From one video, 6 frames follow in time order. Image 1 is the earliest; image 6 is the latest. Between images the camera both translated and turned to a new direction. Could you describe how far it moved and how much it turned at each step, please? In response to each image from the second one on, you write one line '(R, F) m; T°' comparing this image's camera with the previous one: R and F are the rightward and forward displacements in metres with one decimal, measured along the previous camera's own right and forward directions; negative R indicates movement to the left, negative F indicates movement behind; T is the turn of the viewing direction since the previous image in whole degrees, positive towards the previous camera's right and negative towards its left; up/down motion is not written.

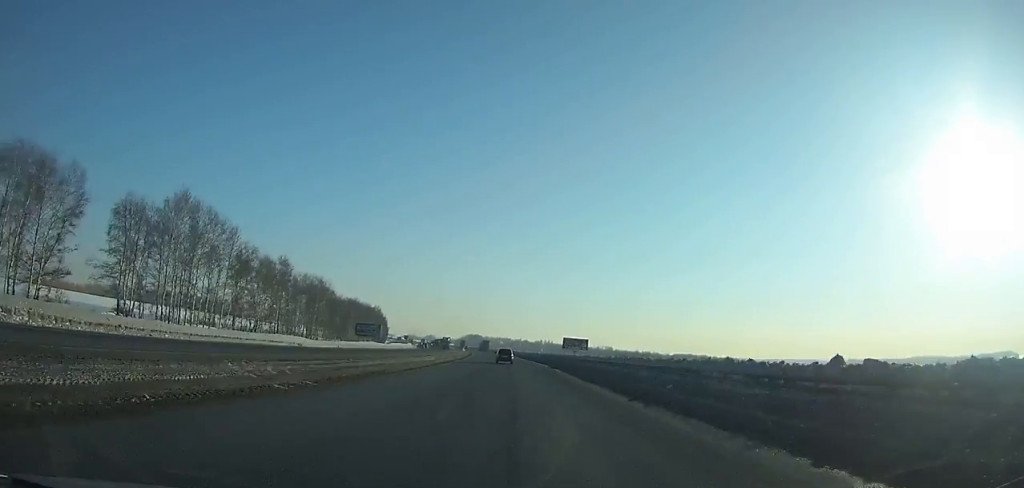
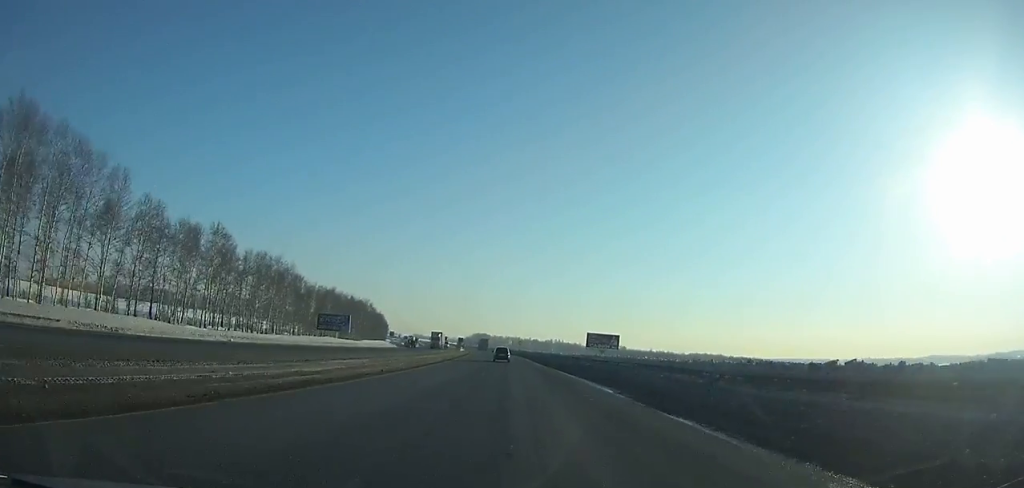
(-0.2, +32.1) m; -1°
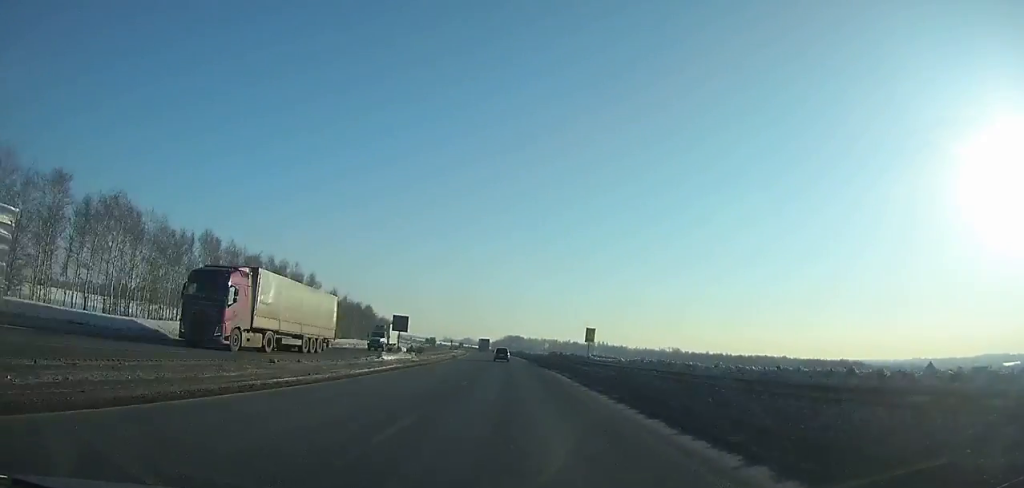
(-3.1, +102.1) m; -3°
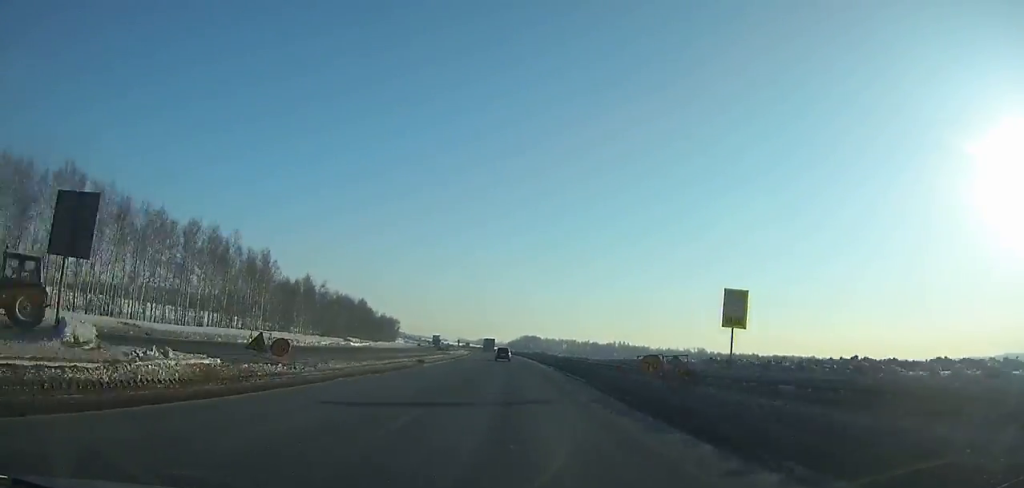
(-0.2, +35.1) m; -1°
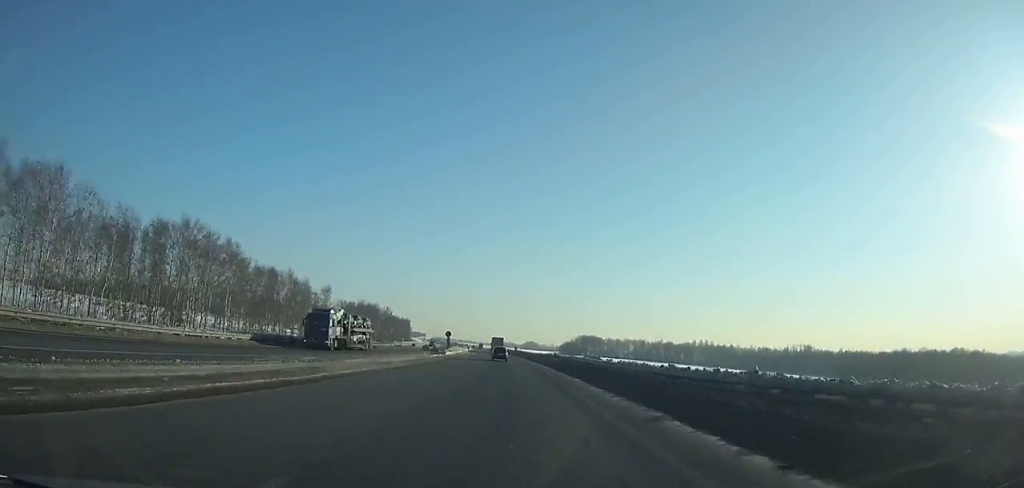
(-5.3, +137.3) m; -5°
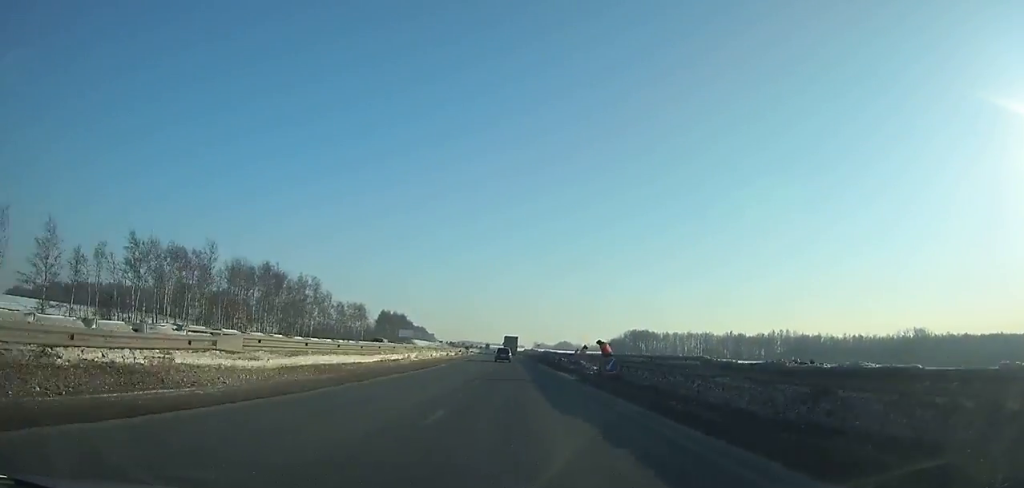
(-3.6, +112.2) m; -3°
